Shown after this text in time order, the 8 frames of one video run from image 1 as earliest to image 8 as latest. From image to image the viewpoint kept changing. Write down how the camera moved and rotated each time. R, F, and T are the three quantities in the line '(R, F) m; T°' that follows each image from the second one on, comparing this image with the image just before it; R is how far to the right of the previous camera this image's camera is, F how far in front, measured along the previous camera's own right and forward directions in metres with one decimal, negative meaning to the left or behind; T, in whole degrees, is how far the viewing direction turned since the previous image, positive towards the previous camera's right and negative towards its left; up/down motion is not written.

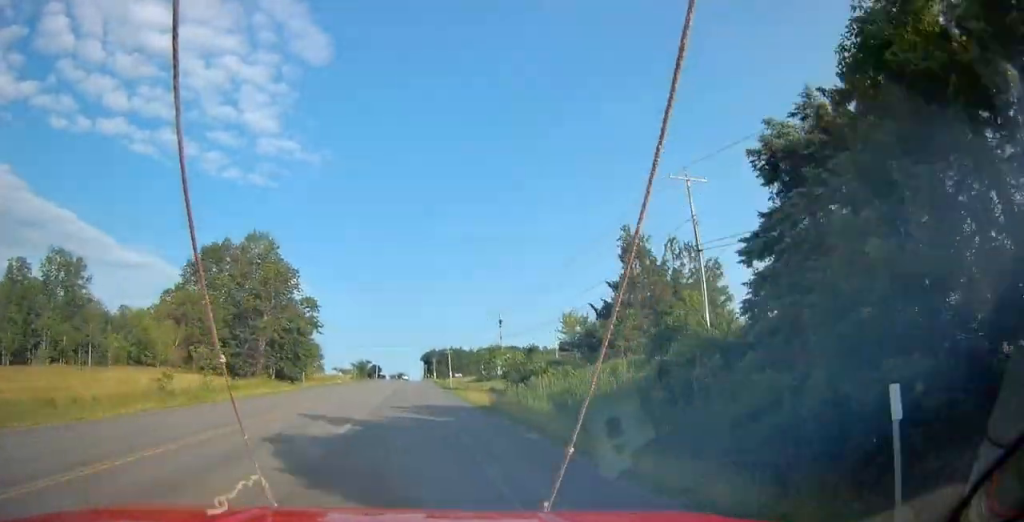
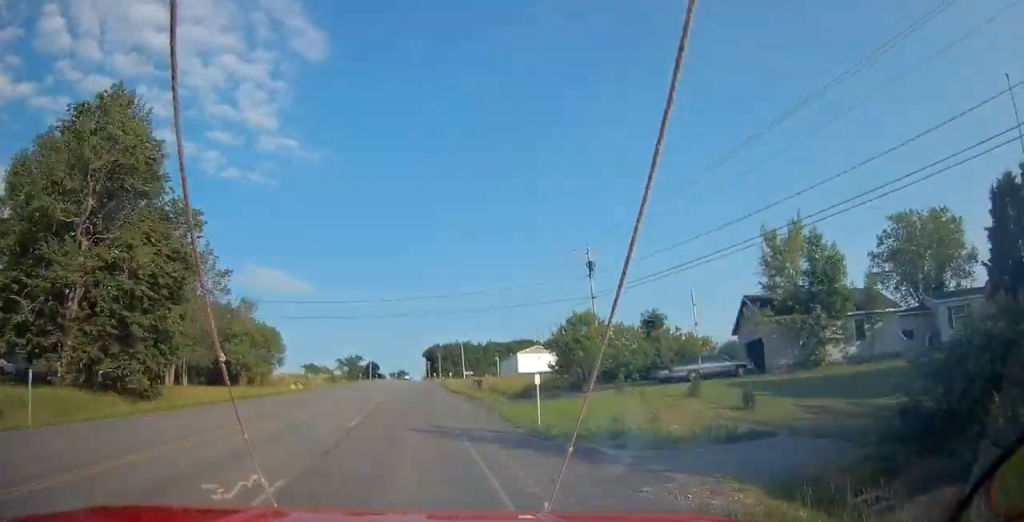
(-0.1, +46.4) m; 0°
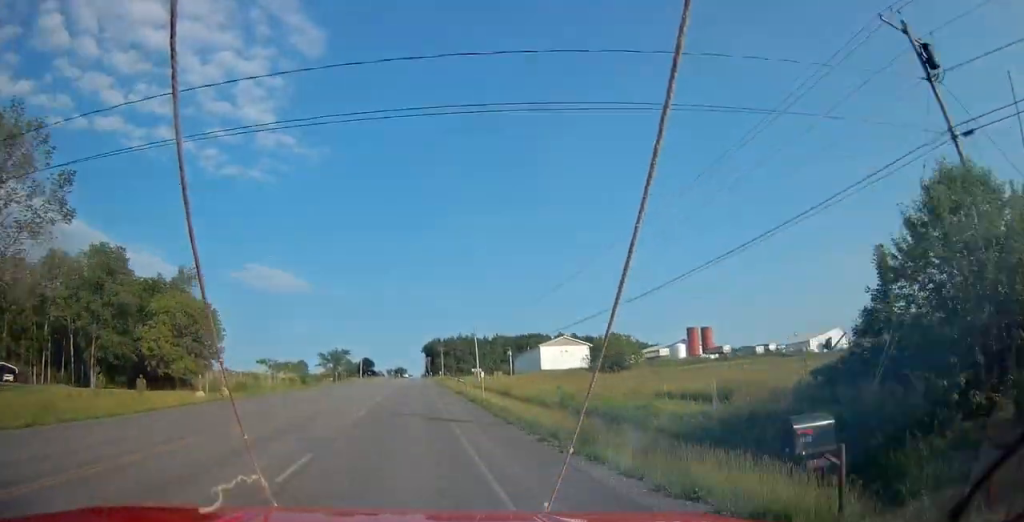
(0.0, +33.6) m; 0°
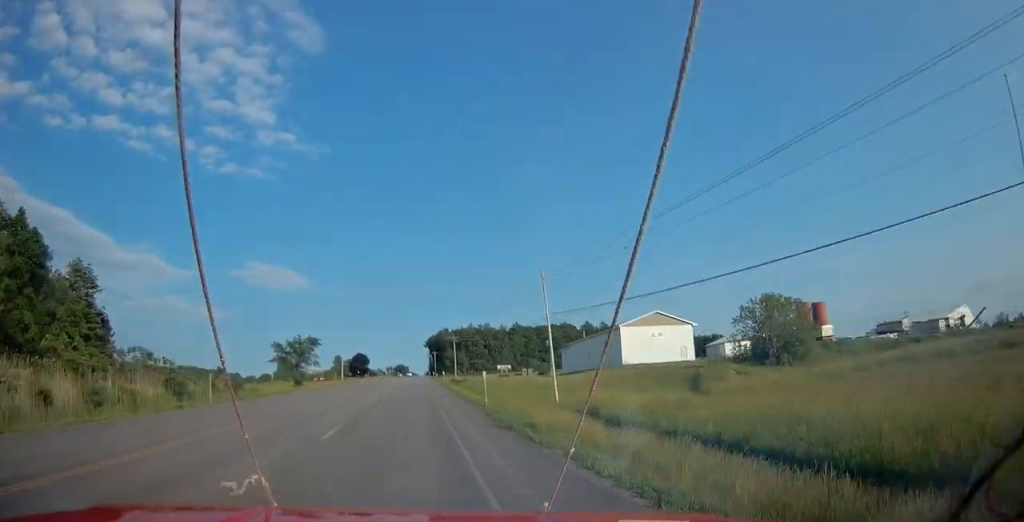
(0.0, +54.6) m; 0°
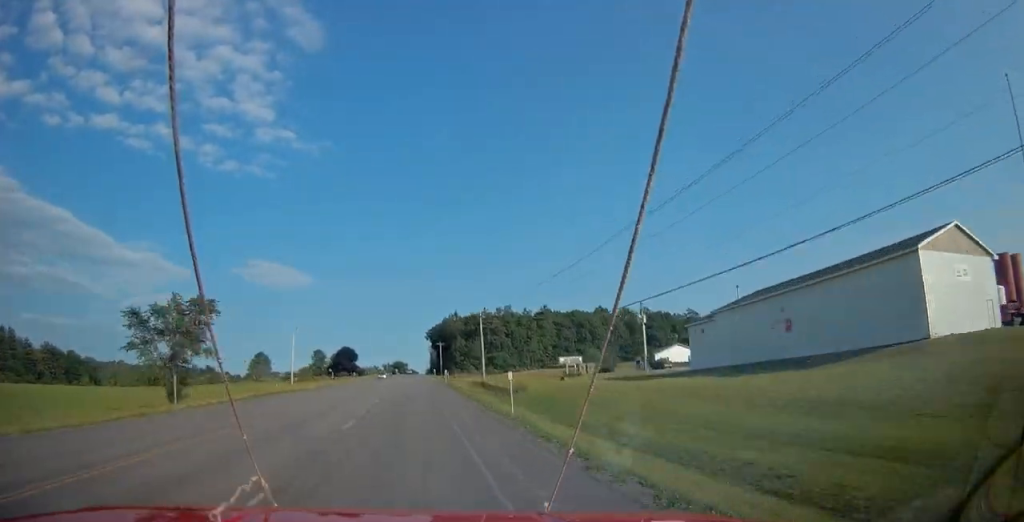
(0.0, +57.3) m; 0°
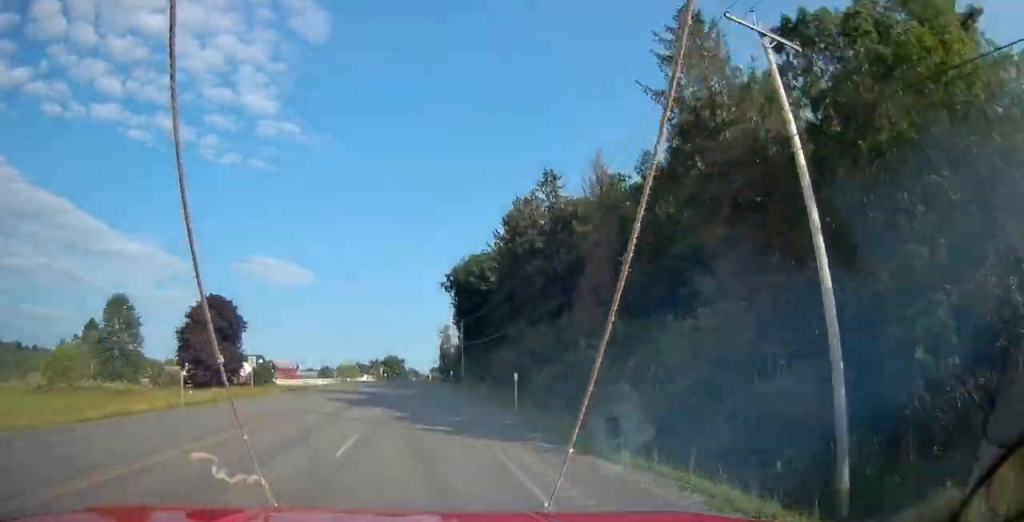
(-0.5, +162.7) m; 0°
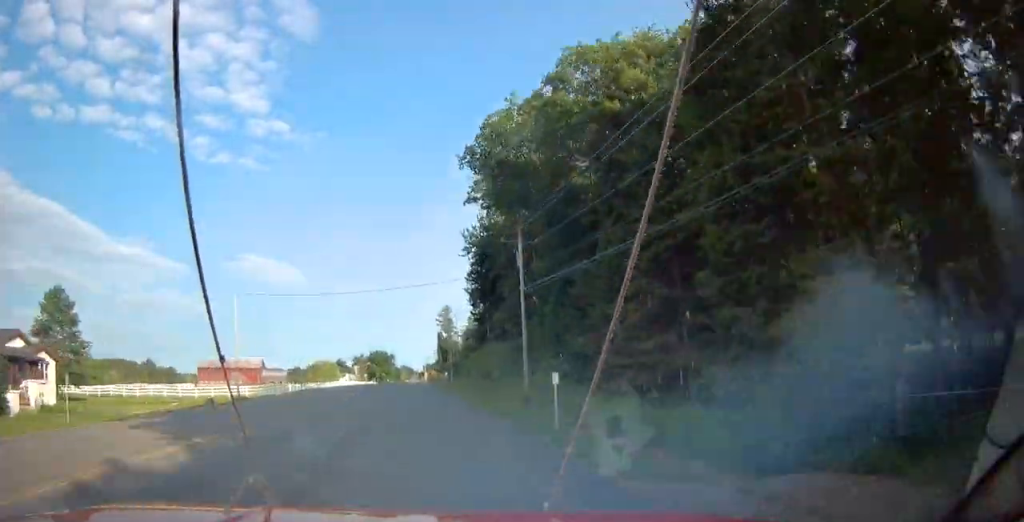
(+0.3, +61.4) m; 0°
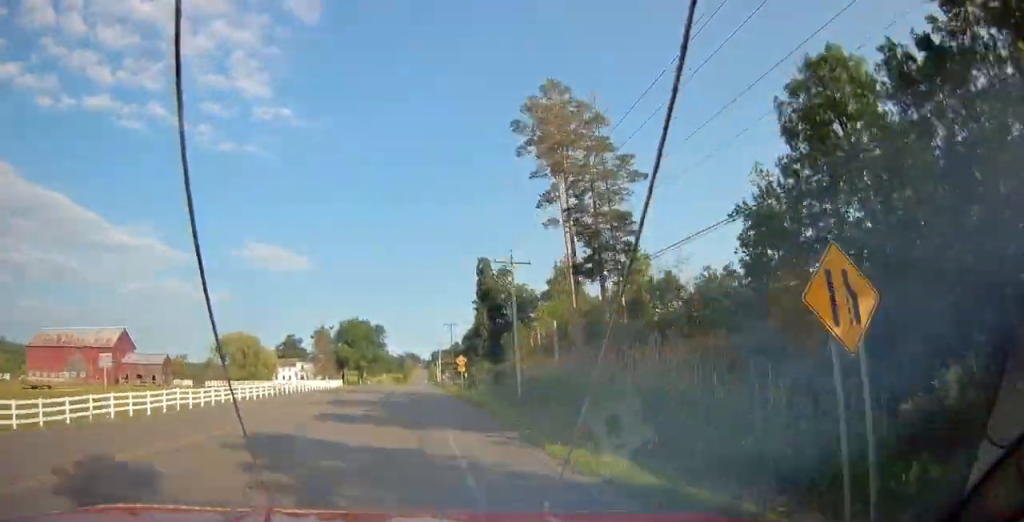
(+0.1, +135.9) m; 0°
